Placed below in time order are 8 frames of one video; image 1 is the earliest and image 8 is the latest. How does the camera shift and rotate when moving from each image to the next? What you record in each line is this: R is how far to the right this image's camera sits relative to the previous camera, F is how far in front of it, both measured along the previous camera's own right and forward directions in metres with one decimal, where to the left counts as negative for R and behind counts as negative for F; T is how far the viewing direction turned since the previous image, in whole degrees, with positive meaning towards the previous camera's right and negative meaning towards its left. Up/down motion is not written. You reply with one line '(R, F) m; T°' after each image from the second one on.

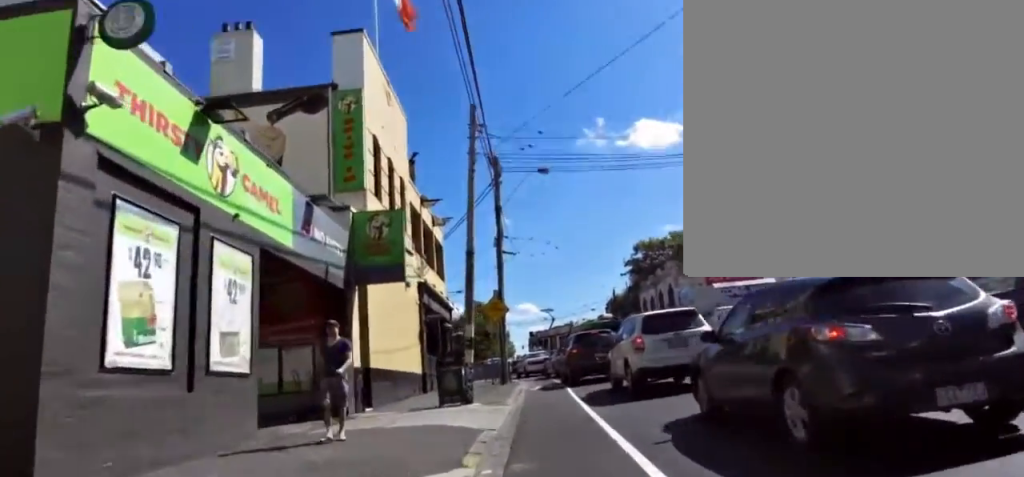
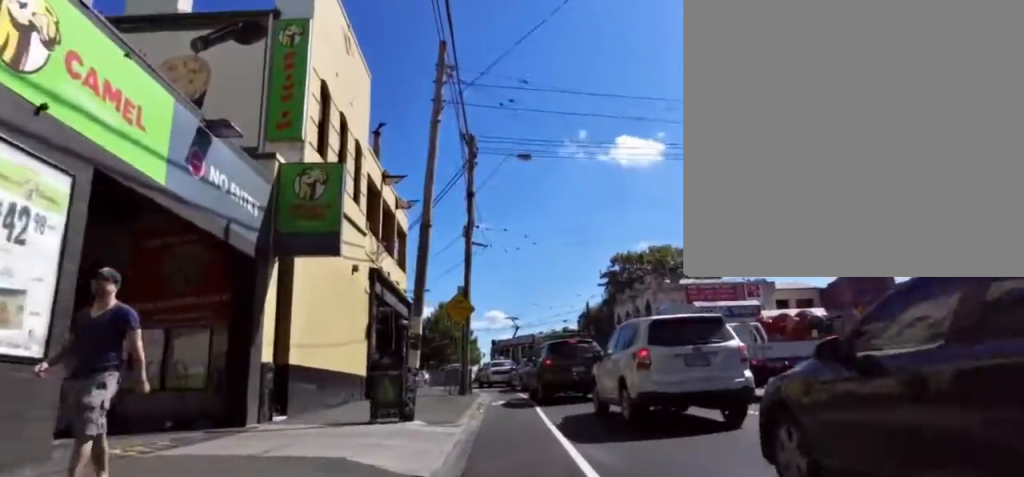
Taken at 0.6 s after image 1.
(+0.8, +3.4) m; +1°
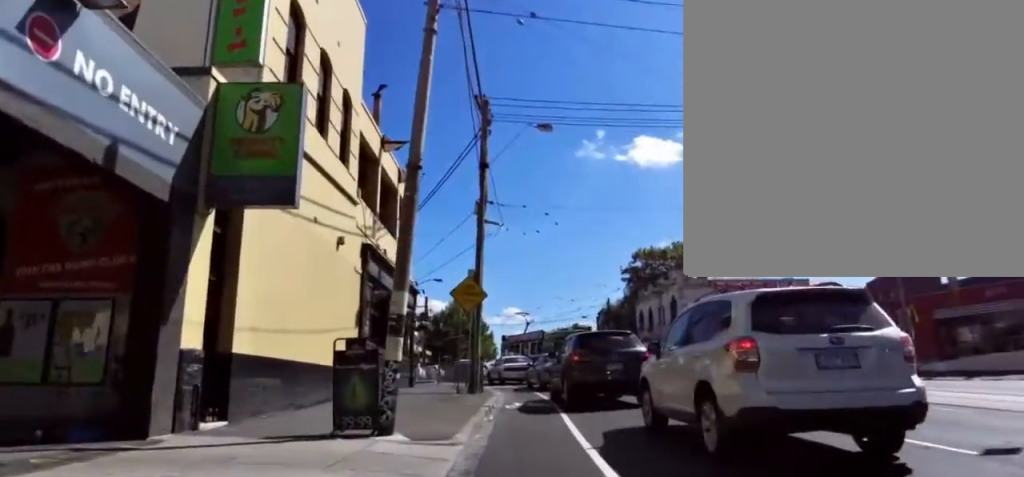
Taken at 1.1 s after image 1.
(+0.7, +3.4) m; -1°
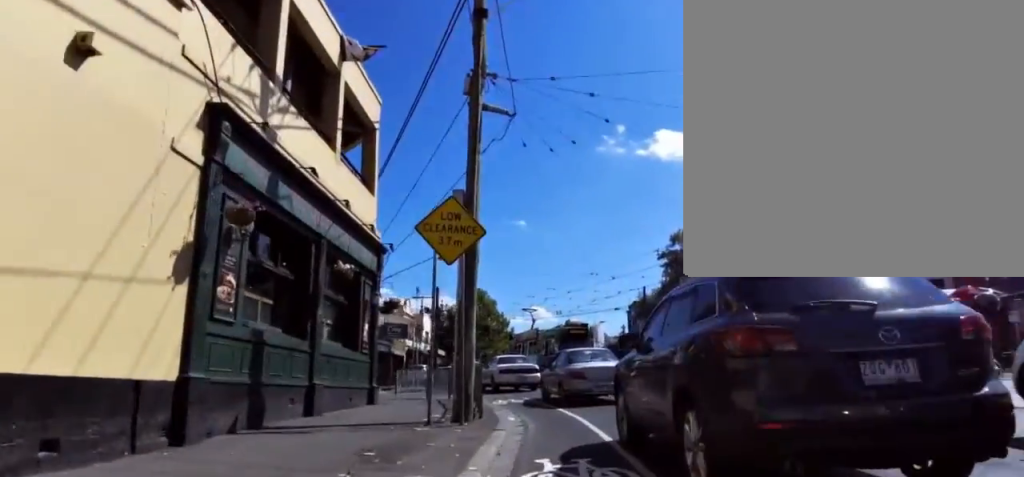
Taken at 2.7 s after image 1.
(-2.3, +9.3) m; -14°
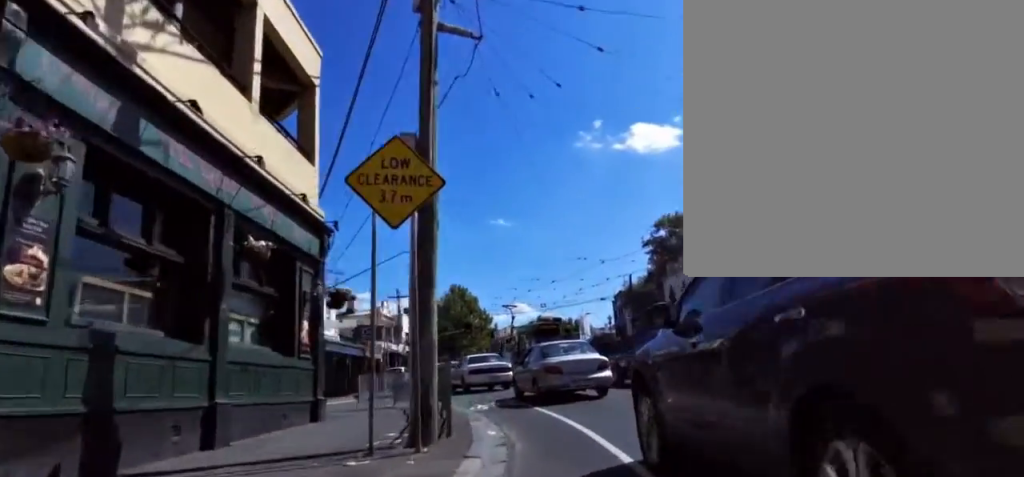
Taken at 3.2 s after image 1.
(0.0, +2.9) m; 0°
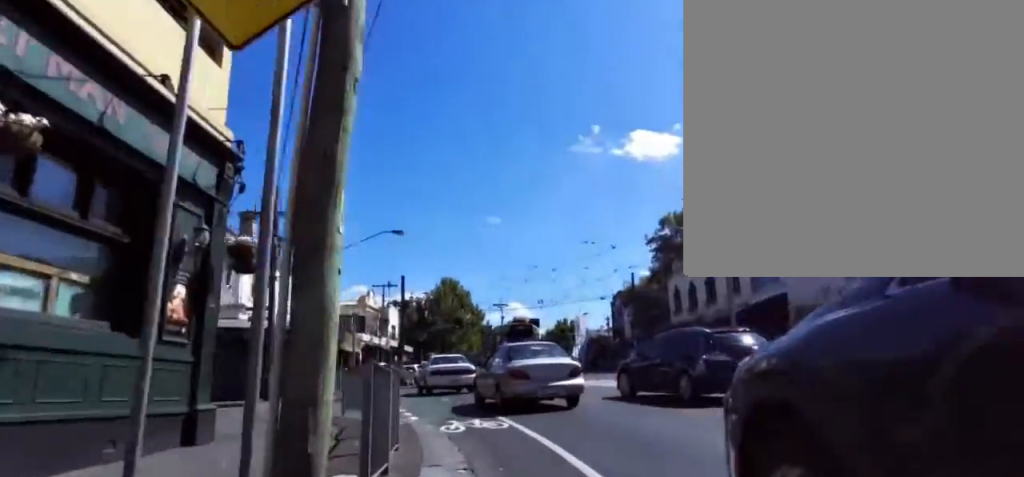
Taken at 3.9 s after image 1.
(0.0, +3.9) m; 0°
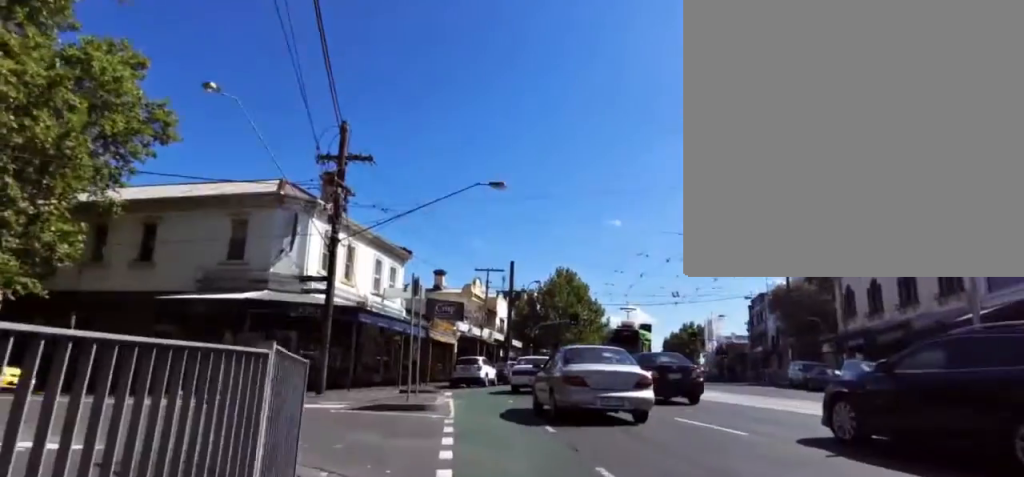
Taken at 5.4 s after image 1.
(0.0, +8.5) m; -1°
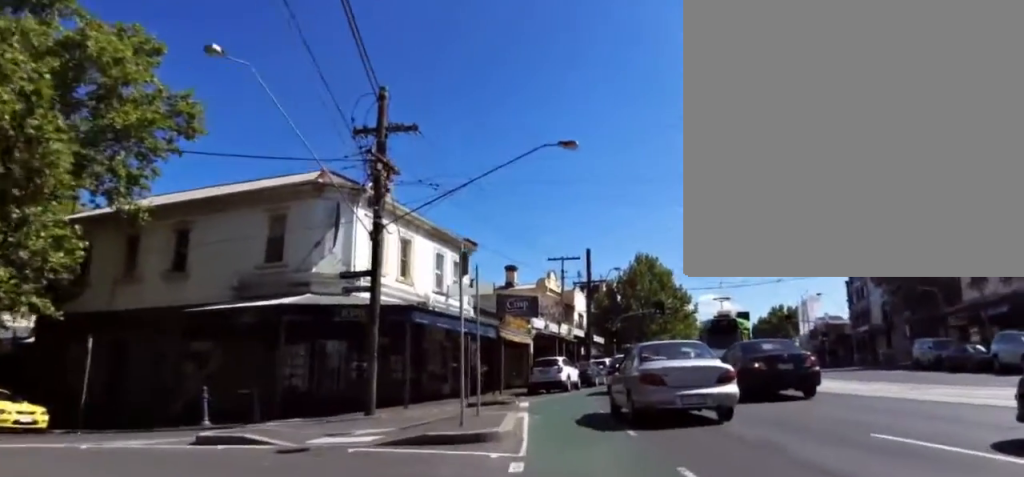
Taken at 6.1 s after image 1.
(0.0, +4.0) m; -2°
